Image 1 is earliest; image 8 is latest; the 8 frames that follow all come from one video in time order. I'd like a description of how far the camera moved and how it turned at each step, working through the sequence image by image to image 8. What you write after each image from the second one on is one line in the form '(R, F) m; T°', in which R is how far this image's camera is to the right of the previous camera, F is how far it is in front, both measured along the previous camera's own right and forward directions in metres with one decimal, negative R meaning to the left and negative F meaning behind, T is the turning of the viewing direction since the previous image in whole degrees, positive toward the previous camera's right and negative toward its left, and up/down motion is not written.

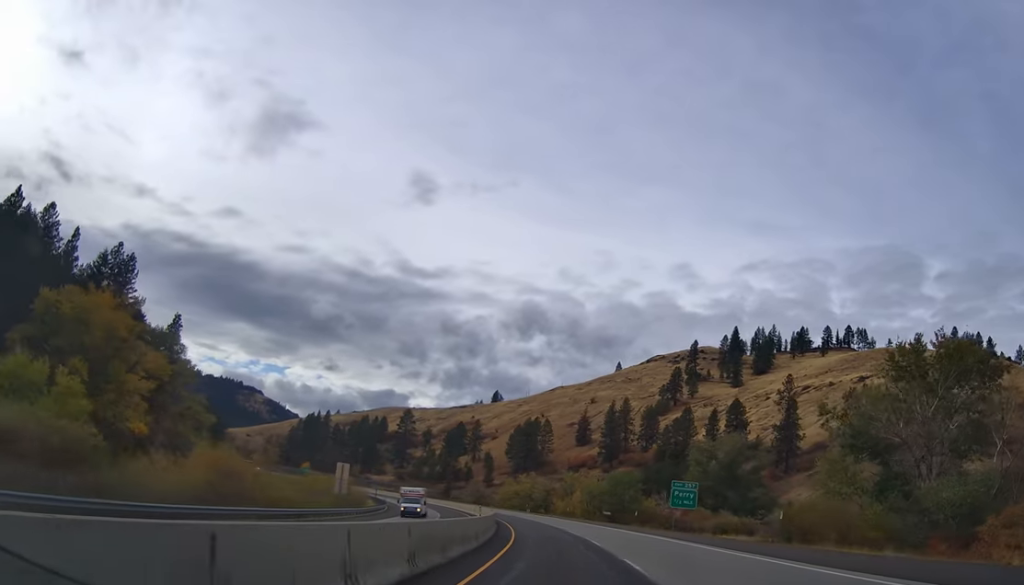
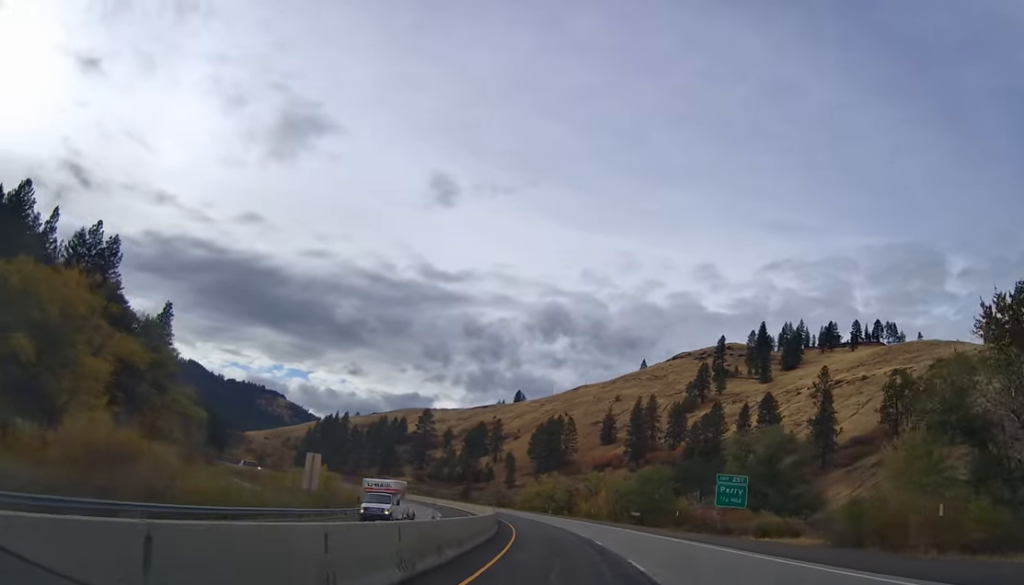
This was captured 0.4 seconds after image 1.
(+0.1, +12.8) m; -2°
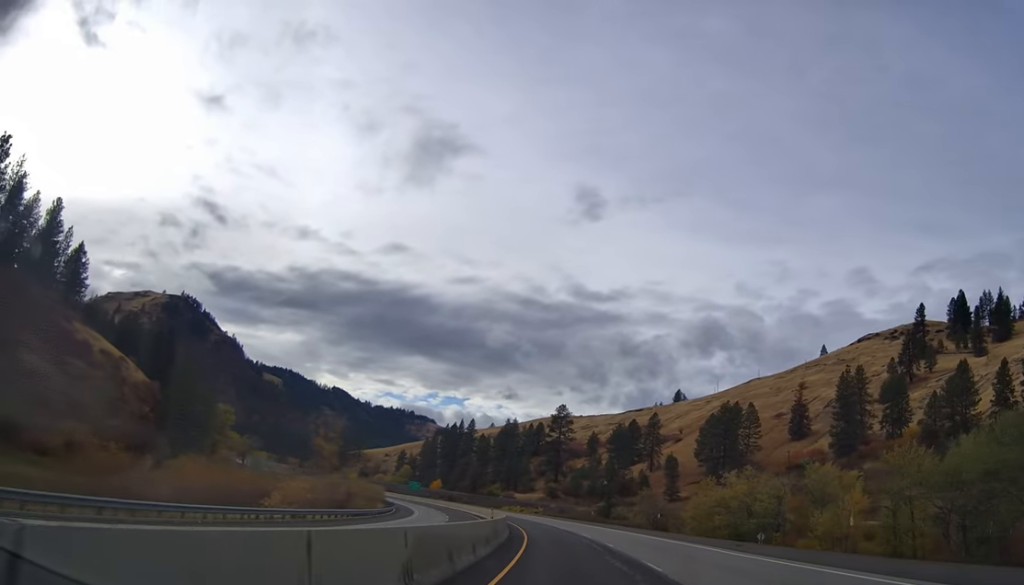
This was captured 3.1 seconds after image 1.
(-10.0, +83.7) m; -13°
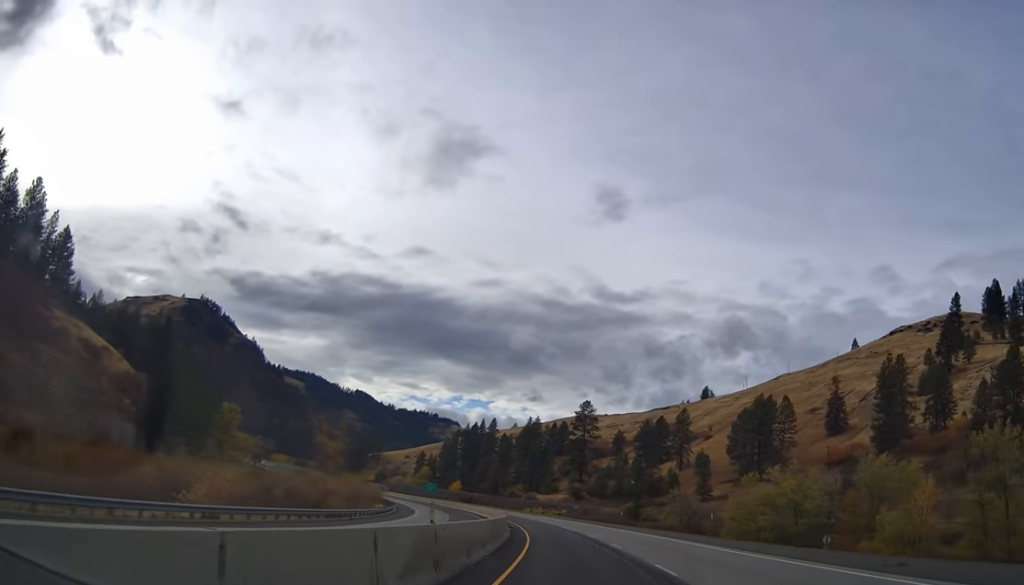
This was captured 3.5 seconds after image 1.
(-0.2, +13.5) m; -2°
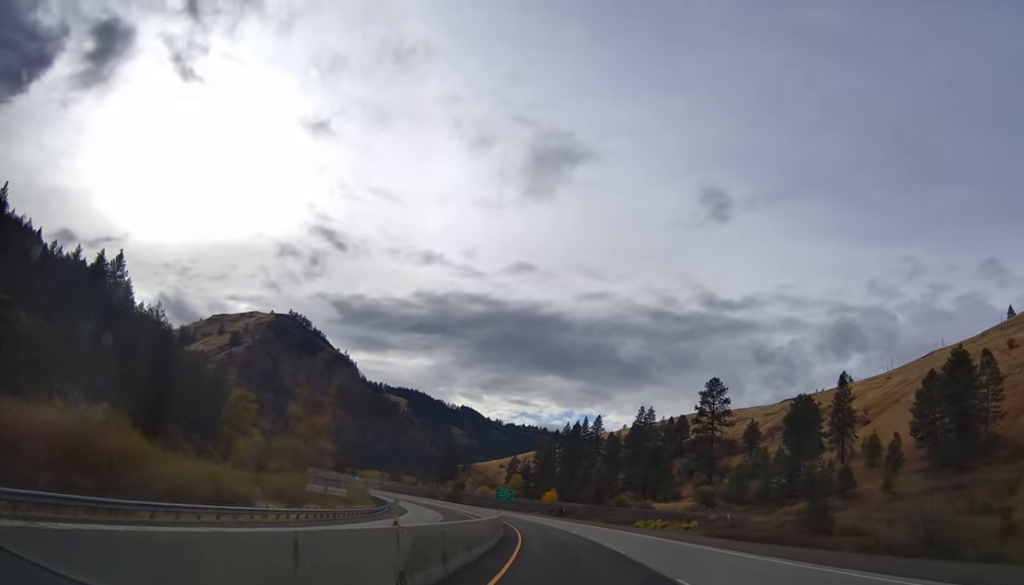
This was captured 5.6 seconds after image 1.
(-7.4, +63.2) m; -12°
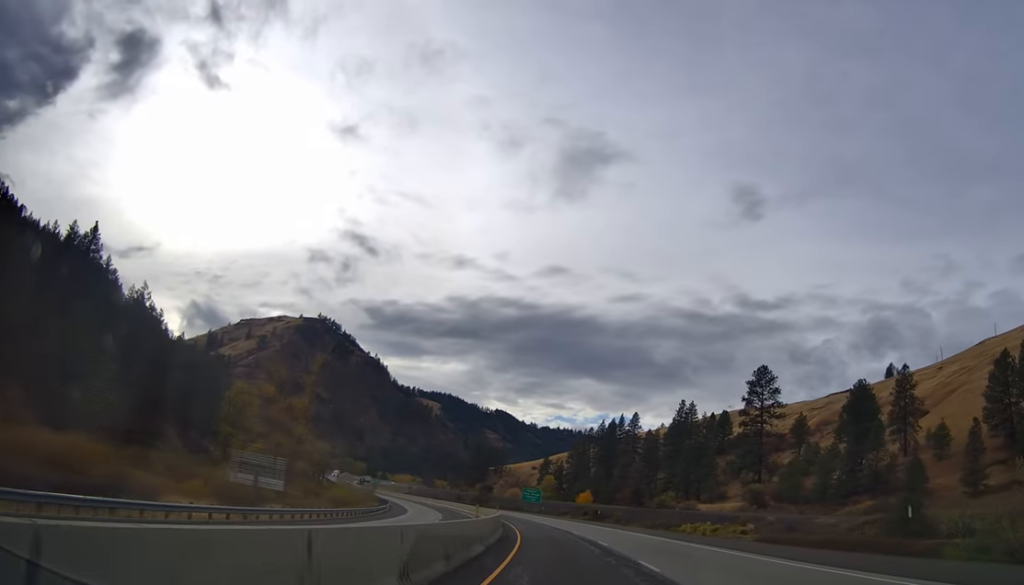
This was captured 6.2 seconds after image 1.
(+0.1, +18.6) m; -2°
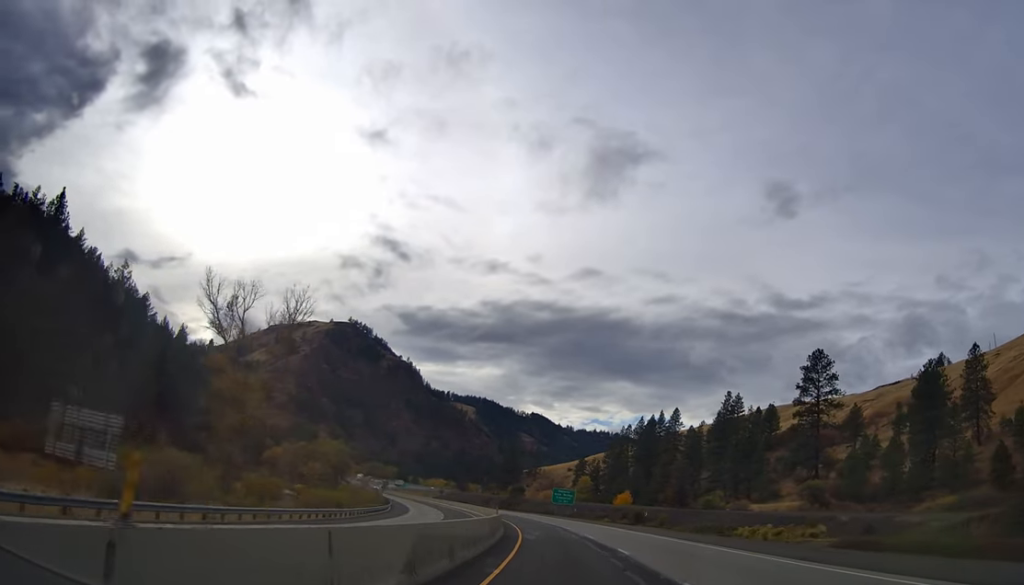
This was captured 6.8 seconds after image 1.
(-0.3, +18.6) m; -3°
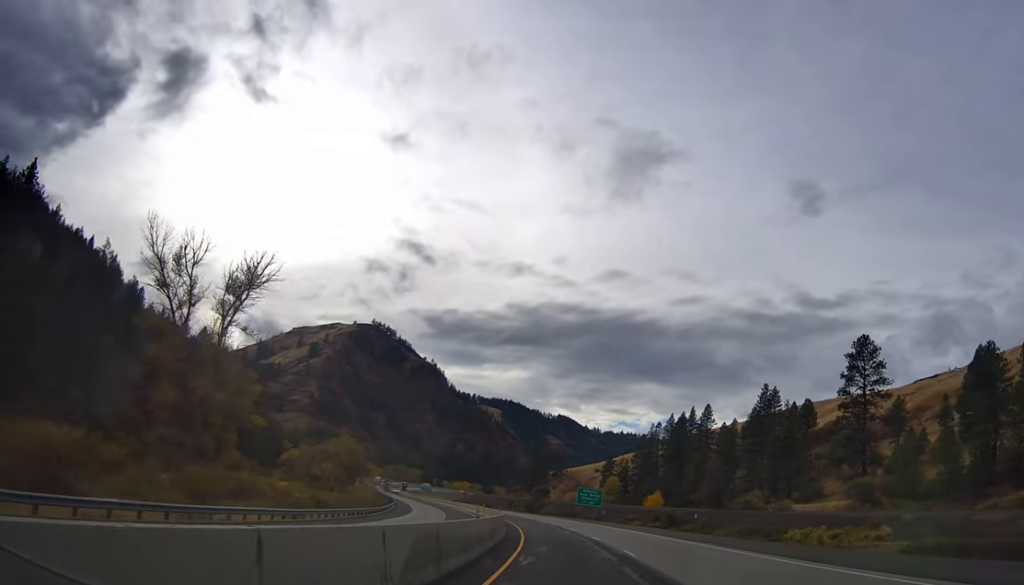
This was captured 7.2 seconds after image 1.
(-0.3, +13.4) m; -3°
